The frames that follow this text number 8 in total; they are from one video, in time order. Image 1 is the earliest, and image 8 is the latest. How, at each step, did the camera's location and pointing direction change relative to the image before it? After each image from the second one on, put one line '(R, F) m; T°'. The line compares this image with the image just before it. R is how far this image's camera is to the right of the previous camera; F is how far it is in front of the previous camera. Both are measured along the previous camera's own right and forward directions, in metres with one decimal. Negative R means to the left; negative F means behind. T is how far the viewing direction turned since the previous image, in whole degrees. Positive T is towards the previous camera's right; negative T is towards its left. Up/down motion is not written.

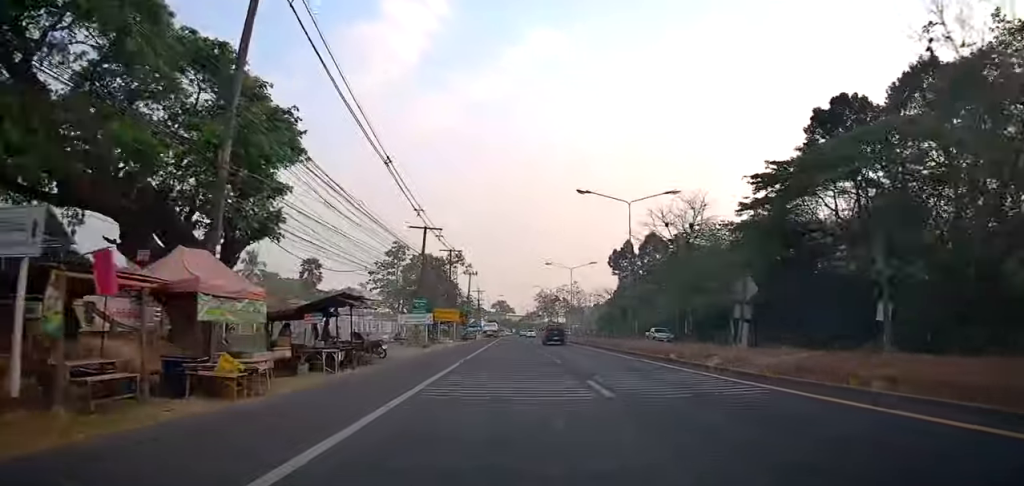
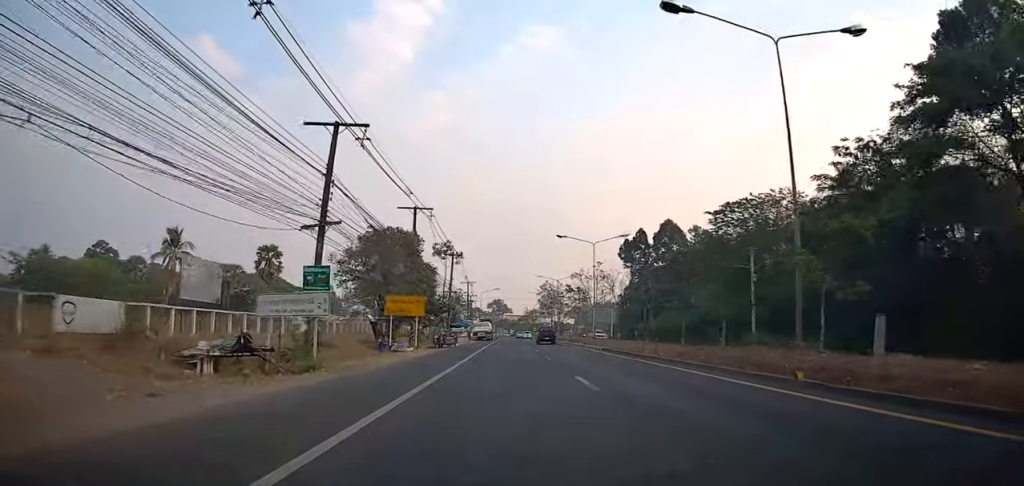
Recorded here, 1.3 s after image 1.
(0.0, +21.8) m; 0°
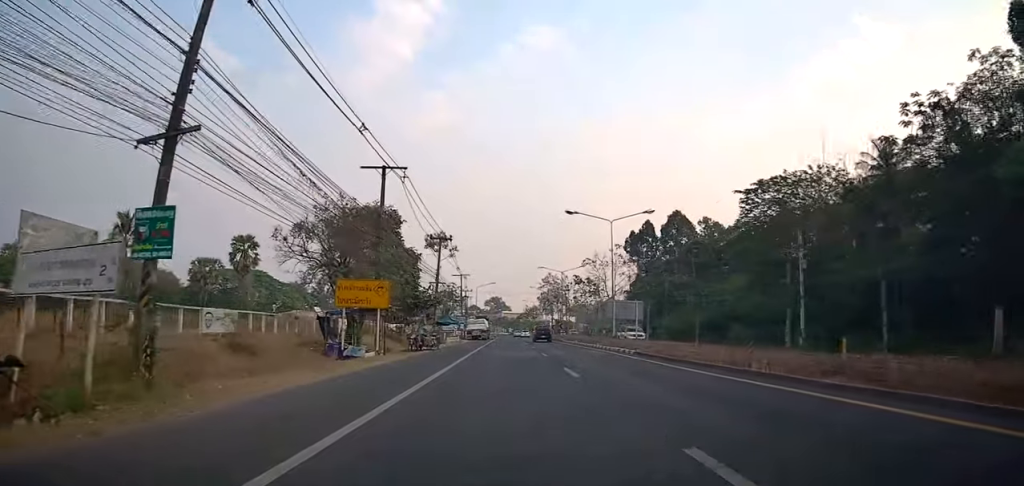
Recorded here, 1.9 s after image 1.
(0.0, +9.8) m; 0°
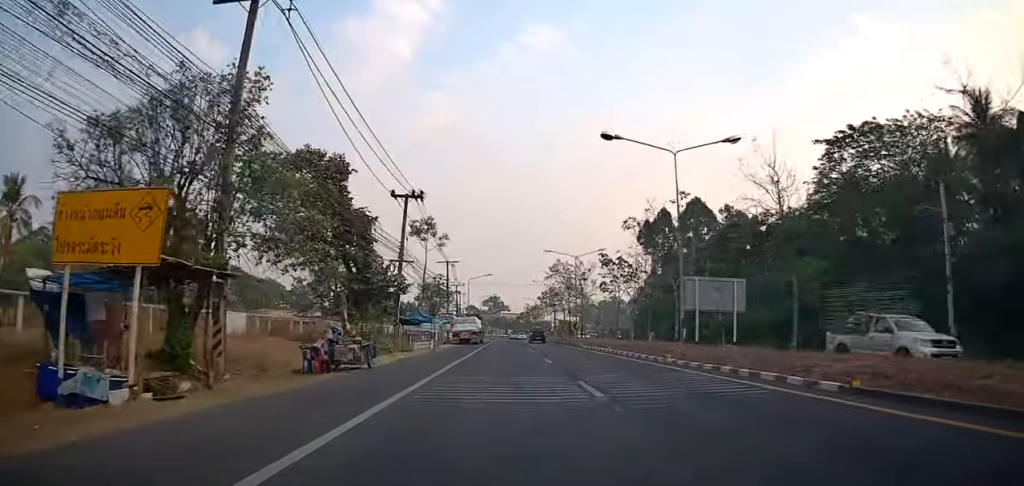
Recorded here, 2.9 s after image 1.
(0.0, +17.0) m; 0°
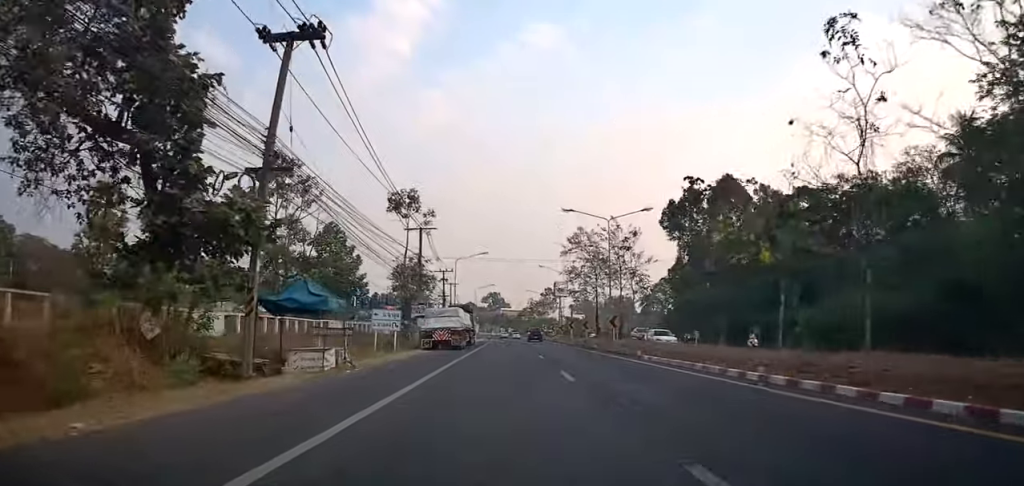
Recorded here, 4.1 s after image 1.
(0.0, +20.0) m; 0°
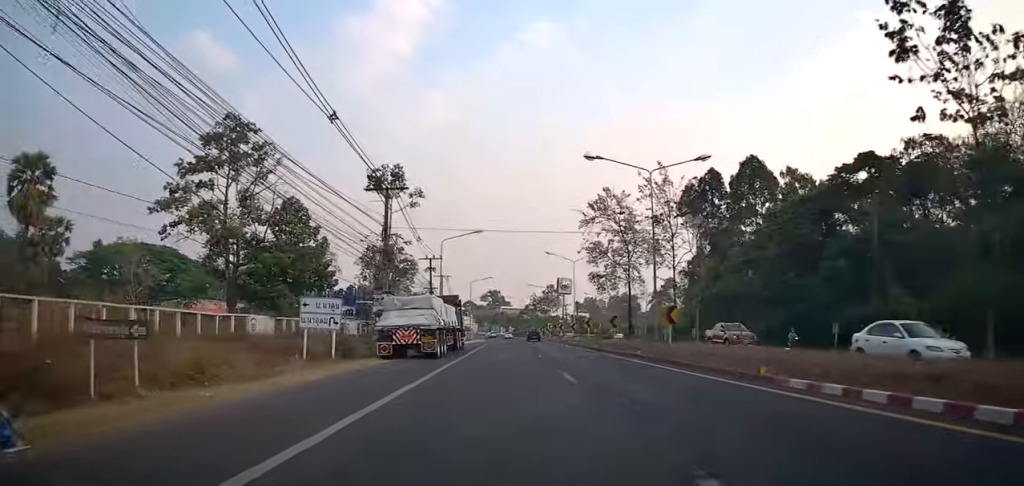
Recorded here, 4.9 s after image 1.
(0.0, +12.5) m; 0°
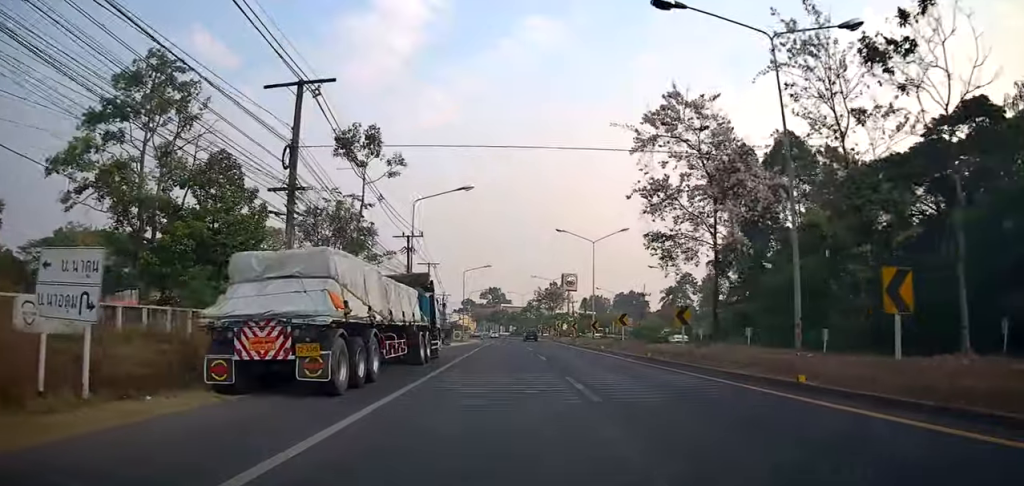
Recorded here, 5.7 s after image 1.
(+0.1, +14.3) m; -3°
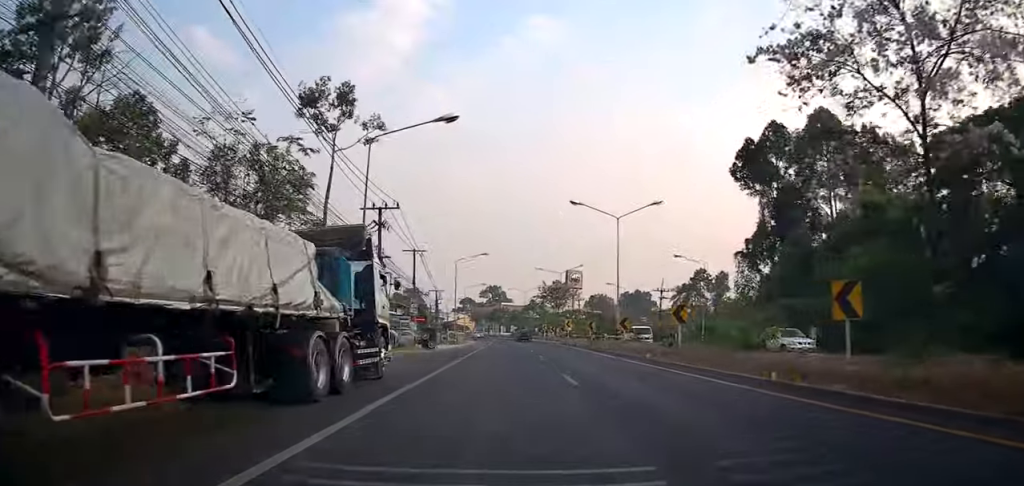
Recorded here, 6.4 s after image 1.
(-0.6, +11.0) m; 0°
